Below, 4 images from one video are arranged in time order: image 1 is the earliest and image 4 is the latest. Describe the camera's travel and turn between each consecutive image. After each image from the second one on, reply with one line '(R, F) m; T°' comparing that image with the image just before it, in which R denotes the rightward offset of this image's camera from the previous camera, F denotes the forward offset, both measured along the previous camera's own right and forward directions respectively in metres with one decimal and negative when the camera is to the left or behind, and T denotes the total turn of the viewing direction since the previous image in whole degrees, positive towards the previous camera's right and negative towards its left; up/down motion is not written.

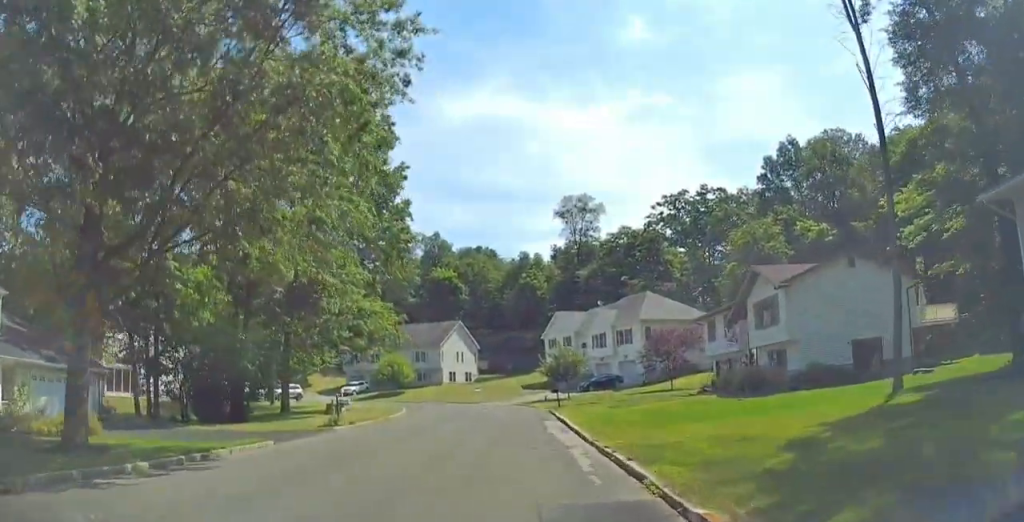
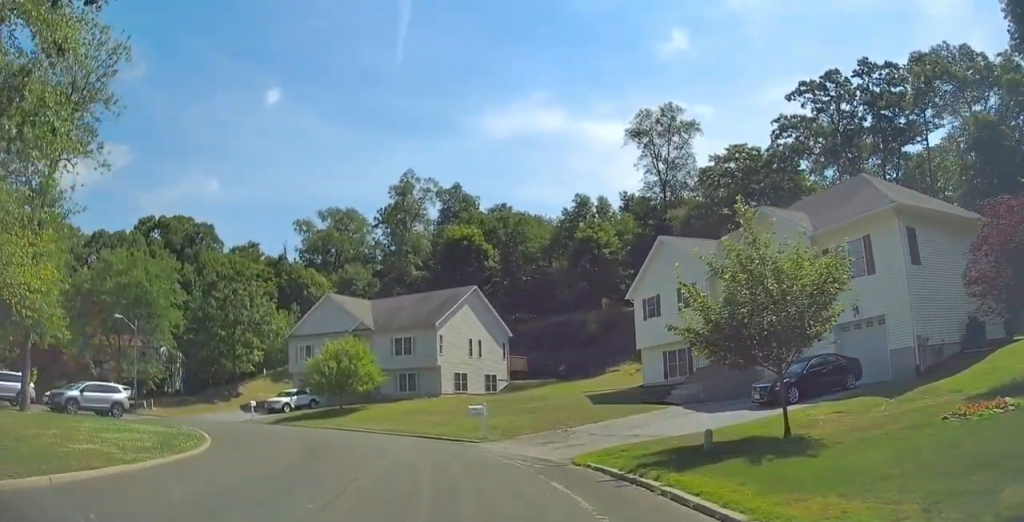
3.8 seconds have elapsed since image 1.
(-1.7, +41.3) m; -12°
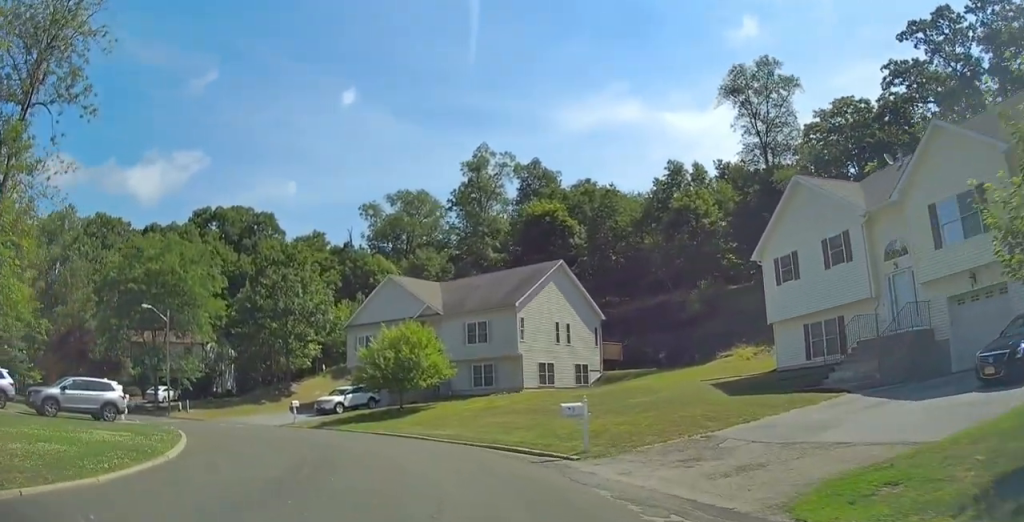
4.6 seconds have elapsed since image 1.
(-0.4, +8.4) m; -4°
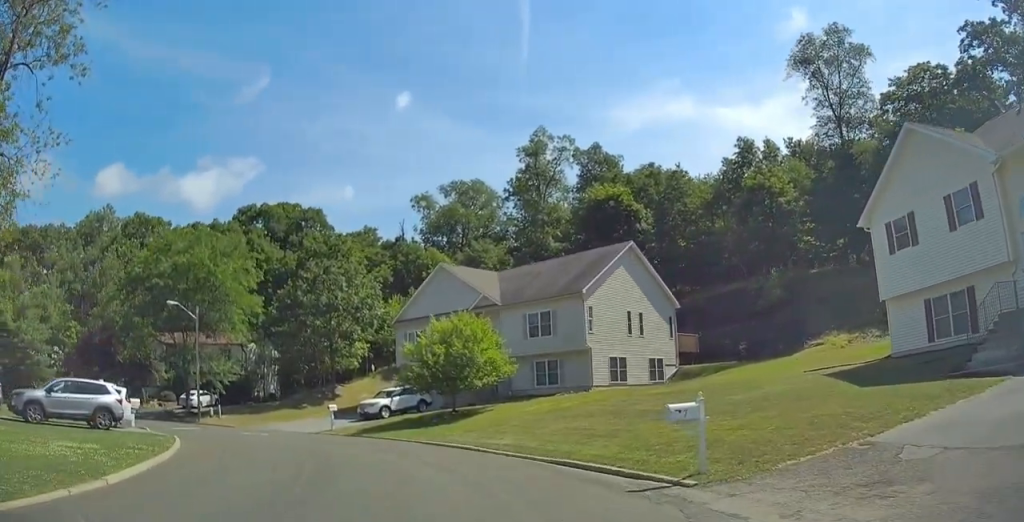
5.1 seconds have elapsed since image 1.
(+0.1, +4.9) m; -3°
